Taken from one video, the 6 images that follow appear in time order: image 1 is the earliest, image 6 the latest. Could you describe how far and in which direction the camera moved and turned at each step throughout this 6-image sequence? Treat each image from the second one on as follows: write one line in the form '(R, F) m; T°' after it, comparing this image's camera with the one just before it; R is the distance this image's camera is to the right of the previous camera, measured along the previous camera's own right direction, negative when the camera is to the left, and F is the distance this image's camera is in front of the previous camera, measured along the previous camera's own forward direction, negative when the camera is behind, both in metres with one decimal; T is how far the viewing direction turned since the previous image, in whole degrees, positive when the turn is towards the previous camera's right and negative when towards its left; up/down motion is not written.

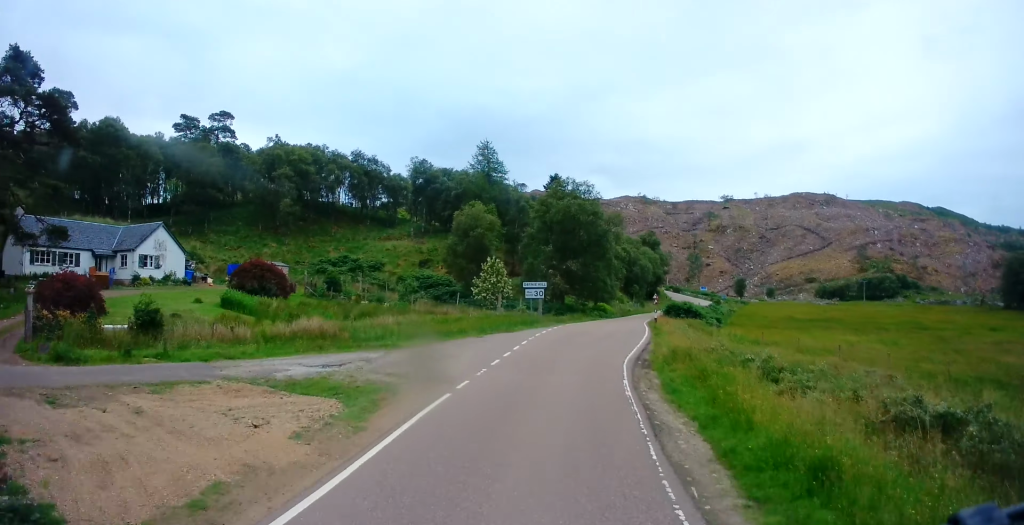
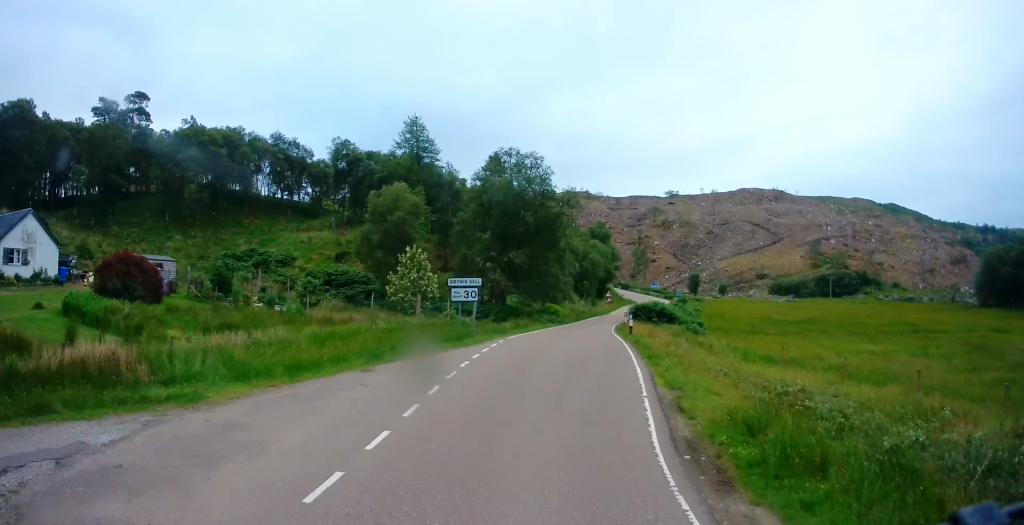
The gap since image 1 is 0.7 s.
(+0.8, +9.7) m; +5°
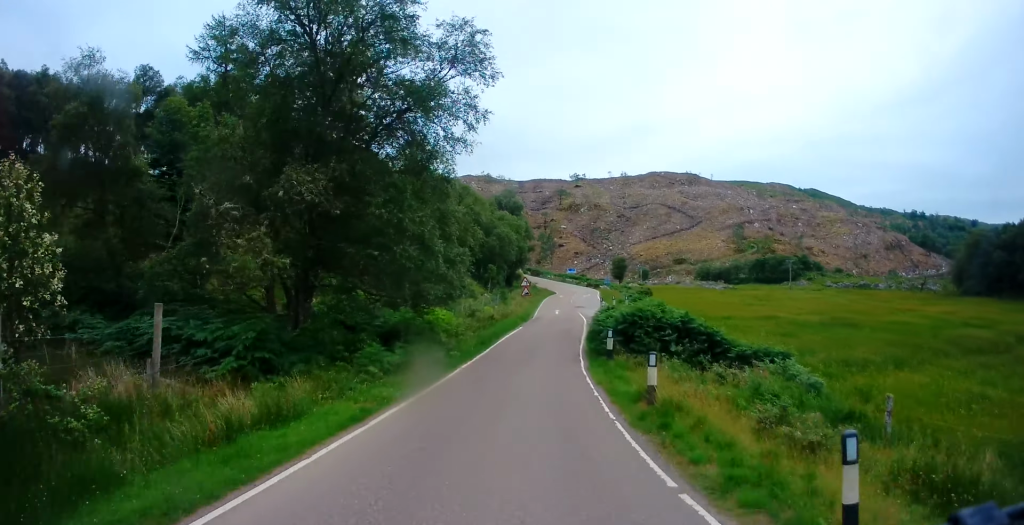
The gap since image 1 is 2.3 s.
(+2.4, +23.6) m; +10°
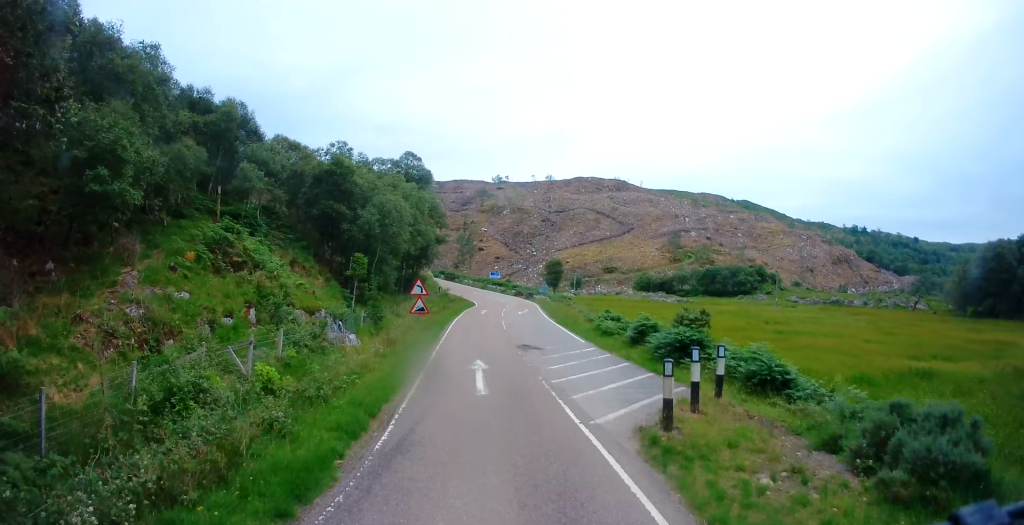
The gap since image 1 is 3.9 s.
(+1.4, +25.0) m; +7°
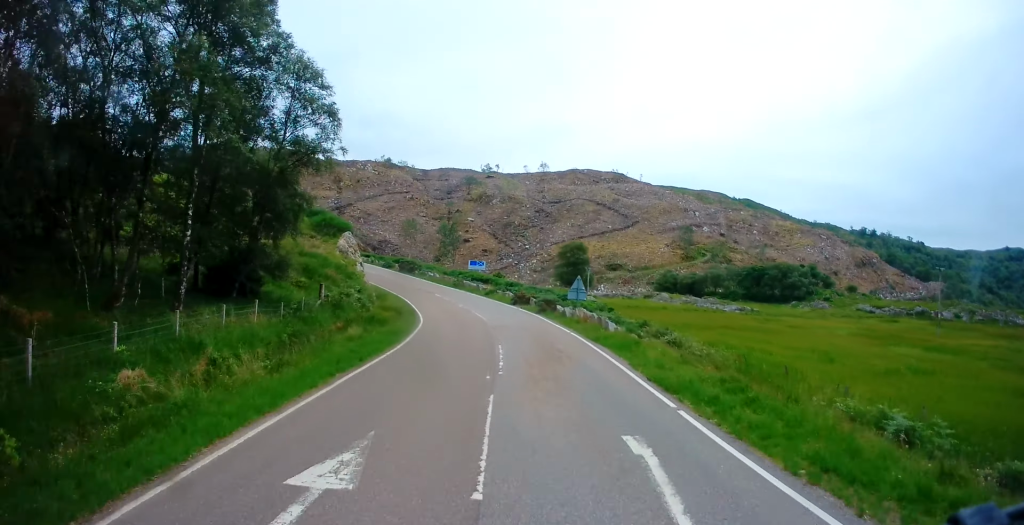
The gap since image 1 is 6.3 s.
(+1.4, +39.2) m; +1°
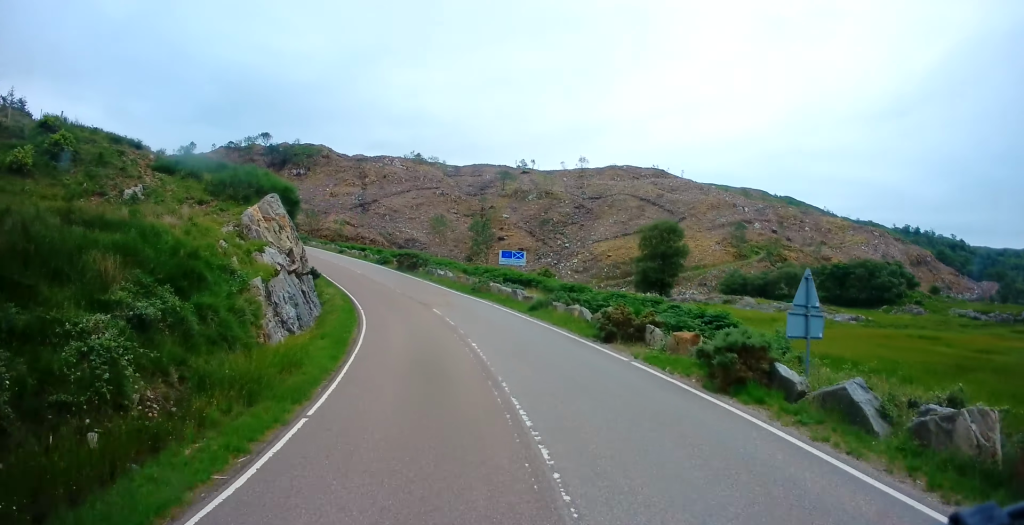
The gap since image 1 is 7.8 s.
(0.0, +24.2) m; -3°
